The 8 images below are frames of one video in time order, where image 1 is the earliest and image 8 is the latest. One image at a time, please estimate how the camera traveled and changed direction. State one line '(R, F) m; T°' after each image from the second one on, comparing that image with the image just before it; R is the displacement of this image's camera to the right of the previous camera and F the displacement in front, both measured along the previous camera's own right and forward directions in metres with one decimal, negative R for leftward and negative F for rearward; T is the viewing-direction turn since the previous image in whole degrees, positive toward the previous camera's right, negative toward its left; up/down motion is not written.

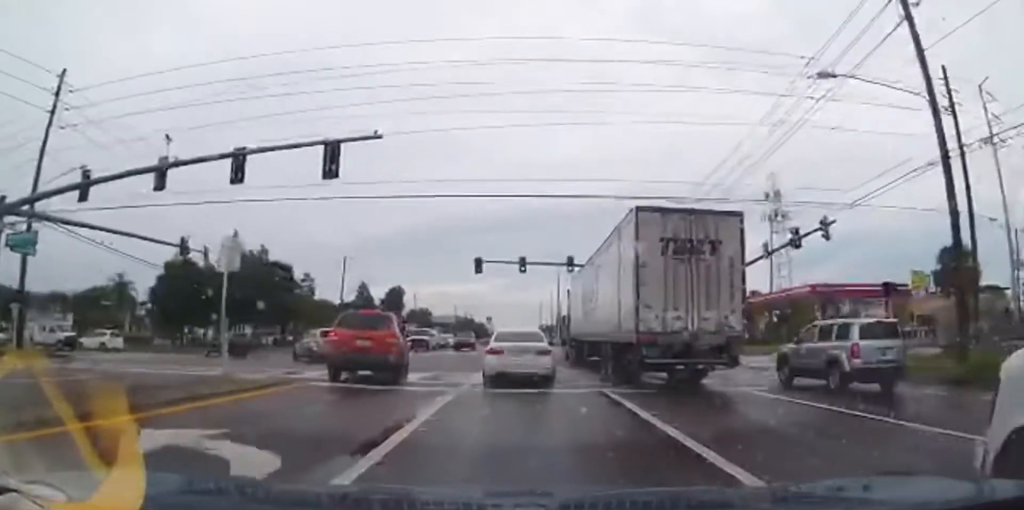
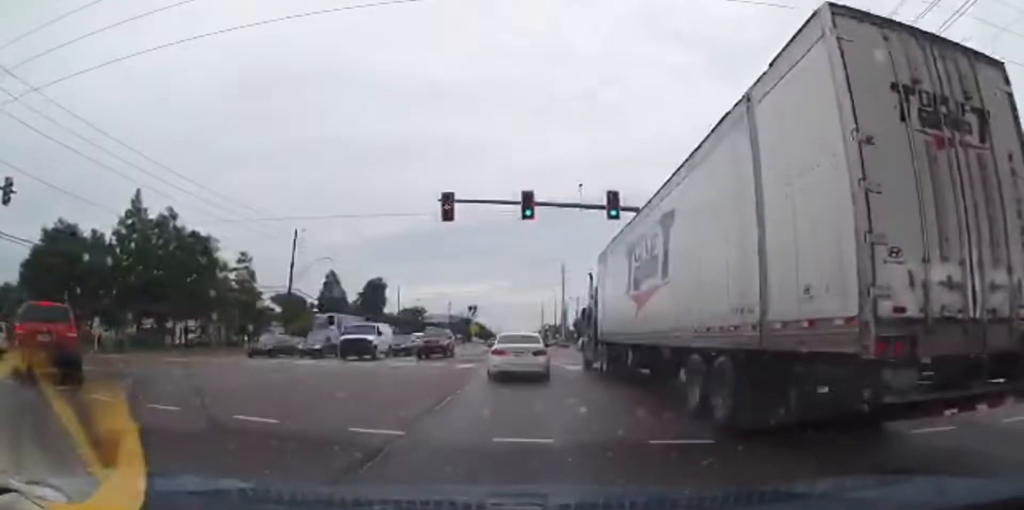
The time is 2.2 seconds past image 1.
(-0.2, +19.1) m; 0°
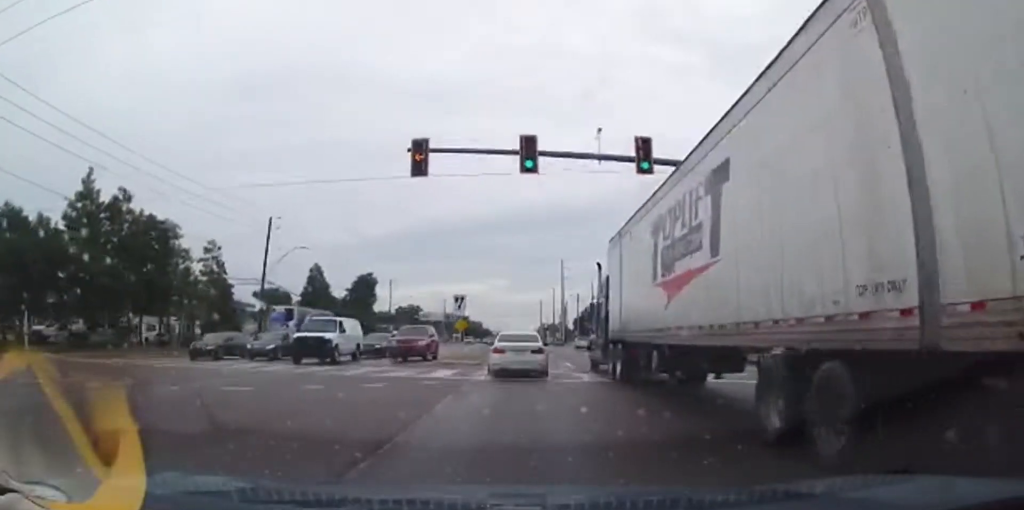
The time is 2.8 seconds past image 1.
(0.0, +6.3) m; +1°
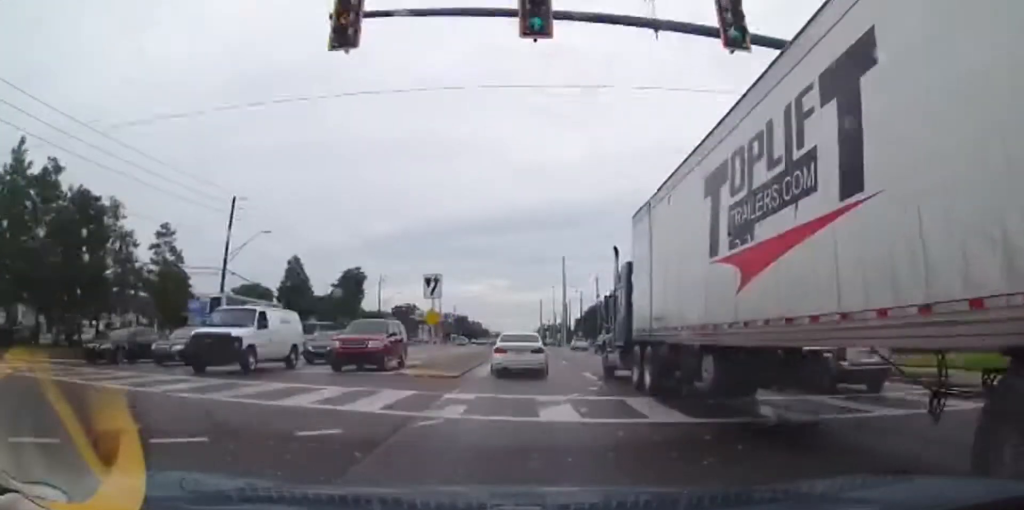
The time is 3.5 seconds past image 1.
(+0.1, +7.9) m; +1°
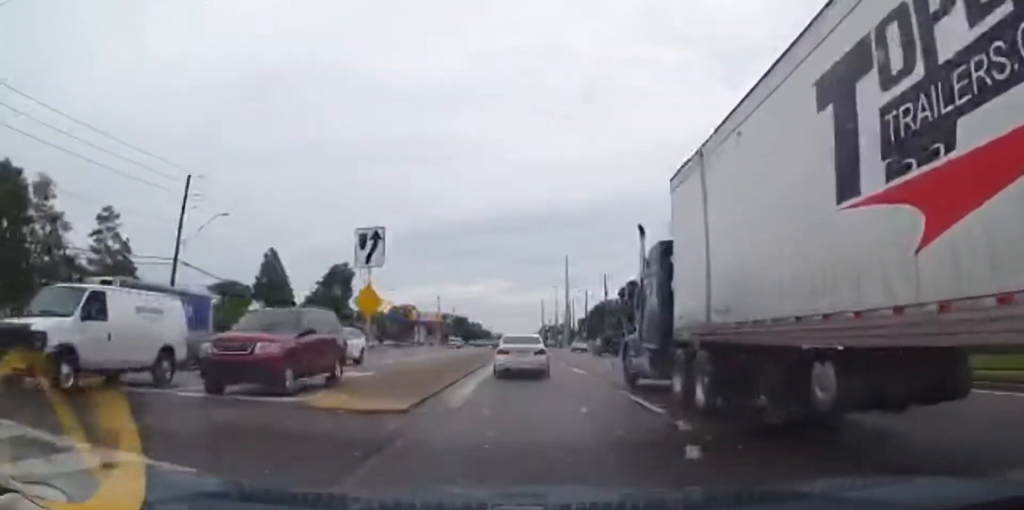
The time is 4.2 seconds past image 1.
(0.0, +7.8) m; 0°
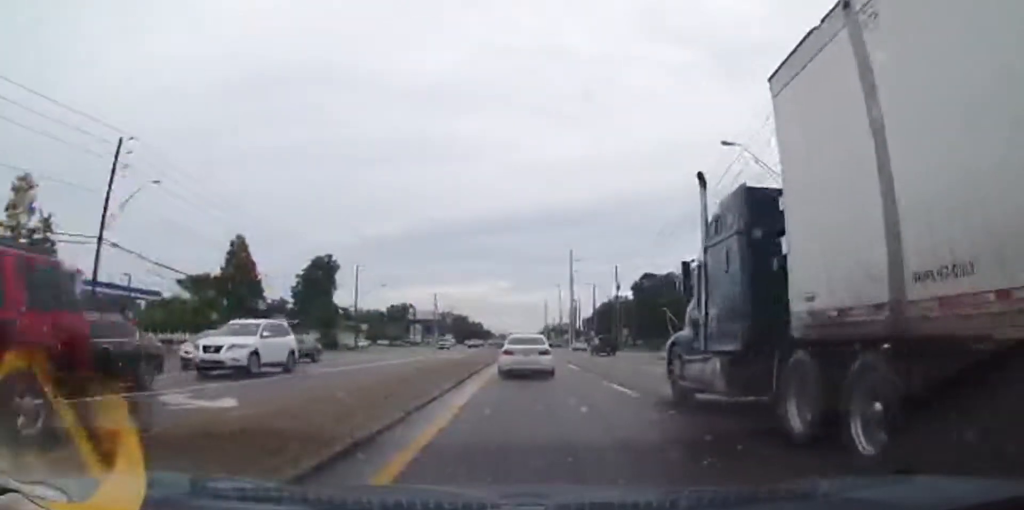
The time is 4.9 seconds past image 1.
(0.0, +9.0) m; 0°
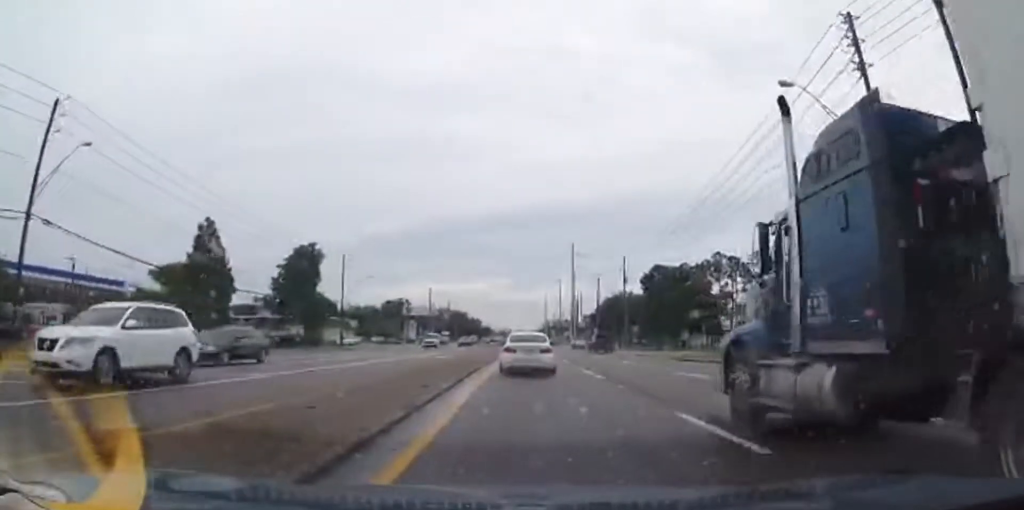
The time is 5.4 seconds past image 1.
(0.0, +6.5) m; 0°
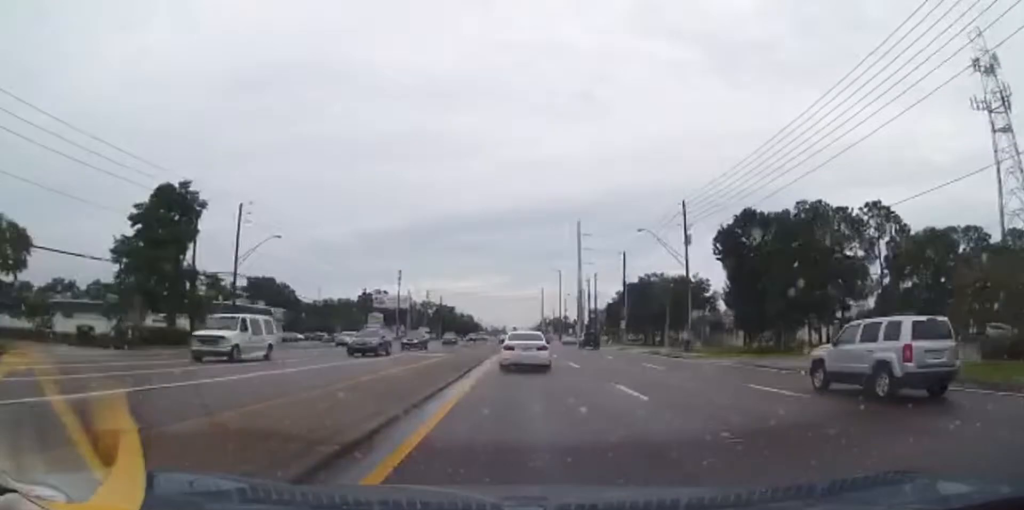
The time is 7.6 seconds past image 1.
(0.0, +31.0) m; 0°
